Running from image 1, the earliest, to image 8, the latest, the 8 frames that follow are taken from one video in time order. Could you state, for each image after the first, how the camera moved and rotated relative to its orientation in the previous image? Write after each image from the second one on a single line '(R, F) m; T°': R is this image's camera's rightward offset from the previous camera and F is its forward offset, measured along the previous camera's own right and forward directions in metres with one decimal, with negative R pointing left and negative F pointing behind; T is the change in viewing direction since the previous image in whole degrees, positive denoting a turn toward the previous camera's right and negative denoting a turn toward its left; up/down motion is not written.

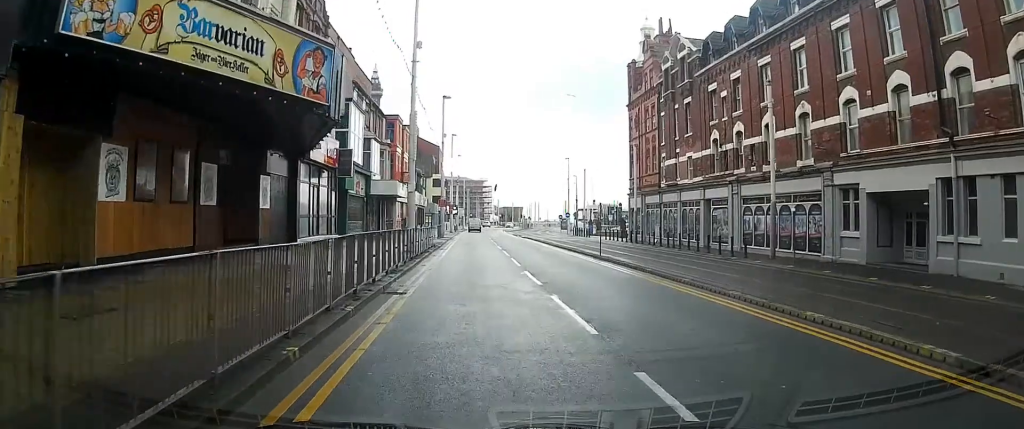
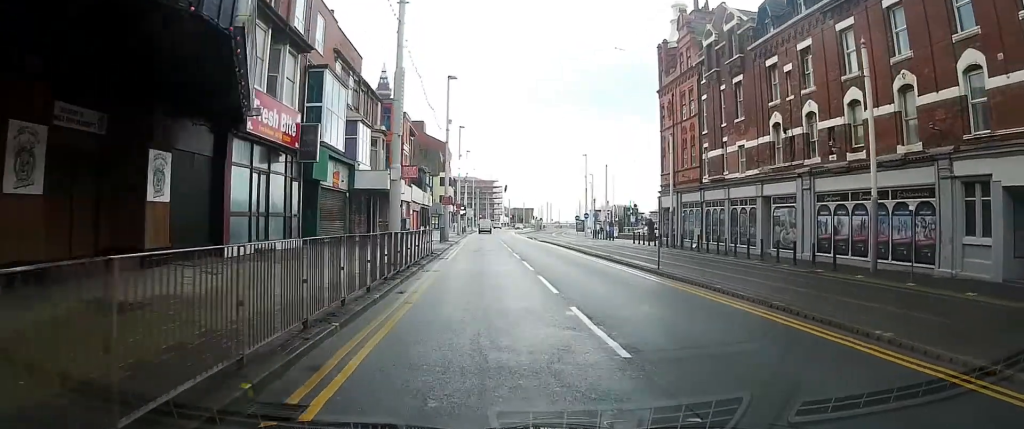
(+0.1, +7.1) m; +1°
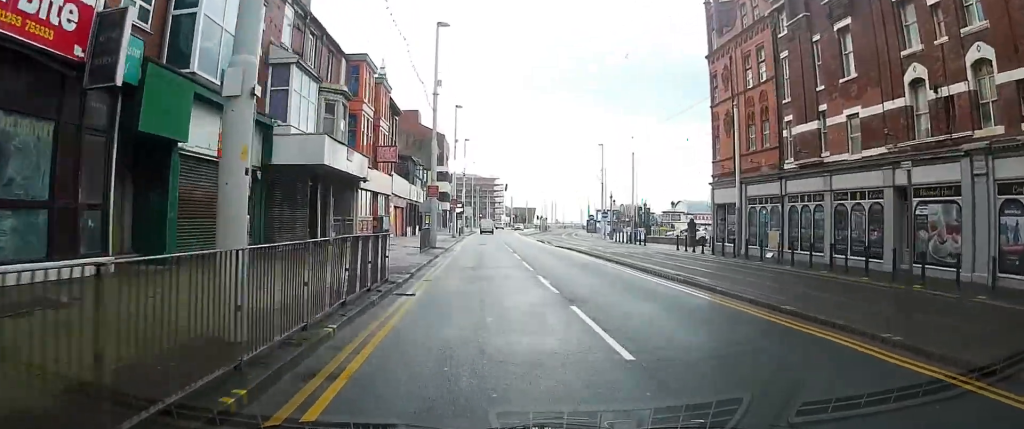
(+0.2, +11.6) m; 0°
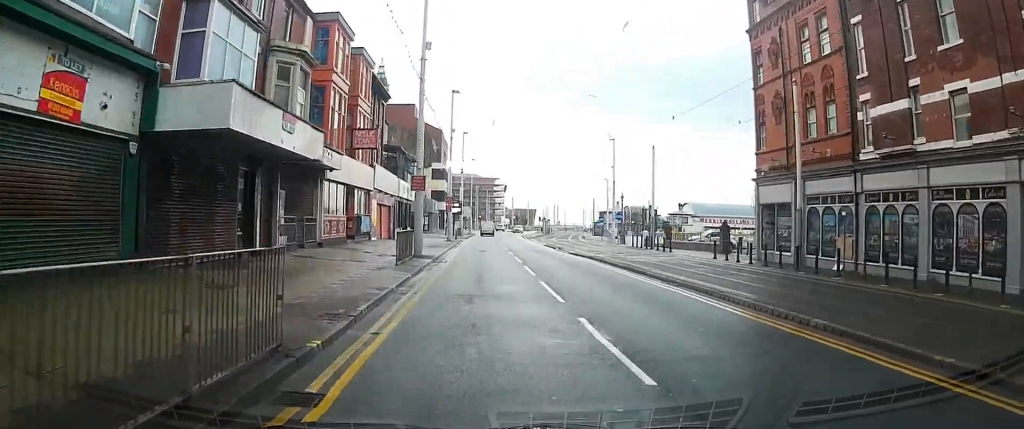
(-0.1, +6.7) m; -1°
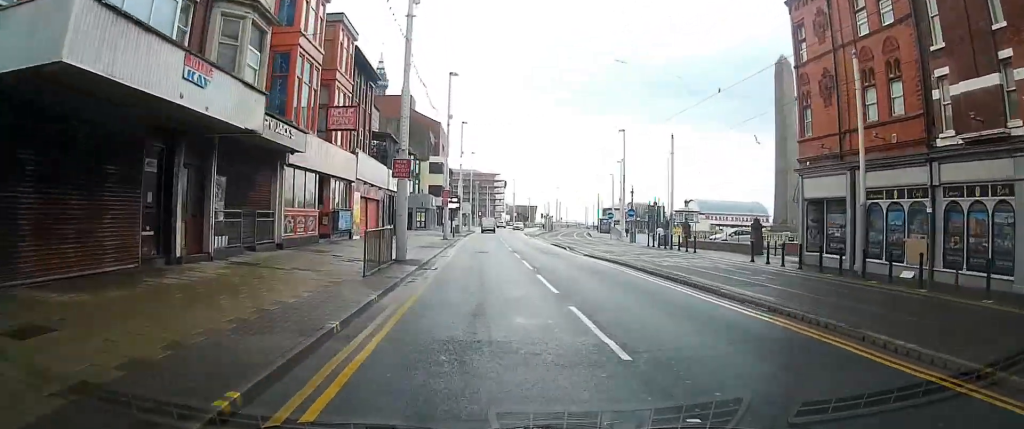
(0.0, +4.9) m; -1°
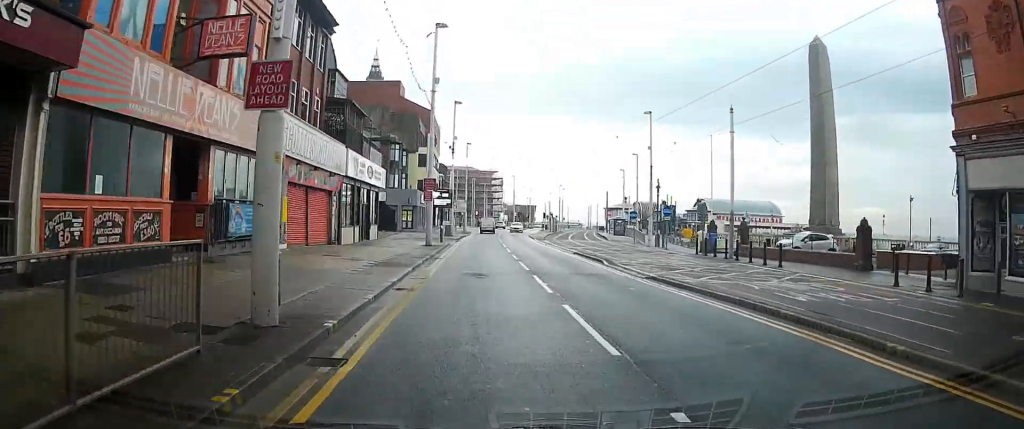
(-0.1, +11.7) m; -1°
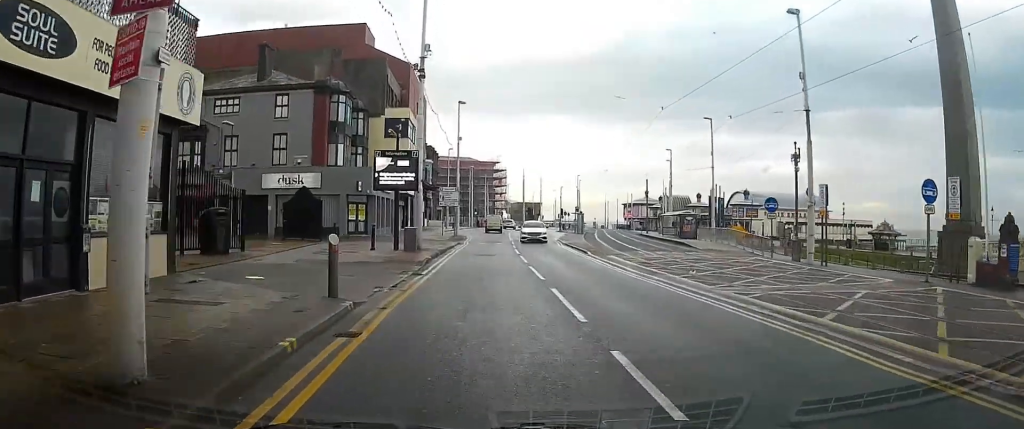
(-0.9, +28.2) m; -3°
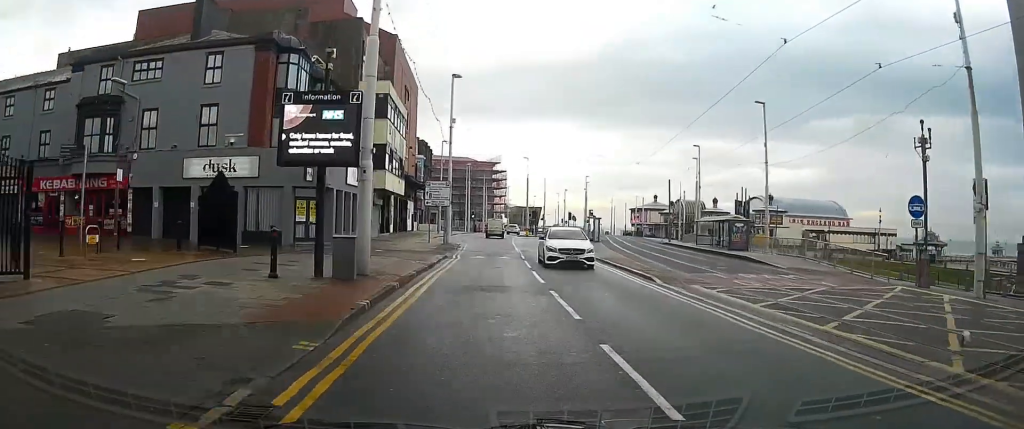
(0.0, +11.6) m; 0°
